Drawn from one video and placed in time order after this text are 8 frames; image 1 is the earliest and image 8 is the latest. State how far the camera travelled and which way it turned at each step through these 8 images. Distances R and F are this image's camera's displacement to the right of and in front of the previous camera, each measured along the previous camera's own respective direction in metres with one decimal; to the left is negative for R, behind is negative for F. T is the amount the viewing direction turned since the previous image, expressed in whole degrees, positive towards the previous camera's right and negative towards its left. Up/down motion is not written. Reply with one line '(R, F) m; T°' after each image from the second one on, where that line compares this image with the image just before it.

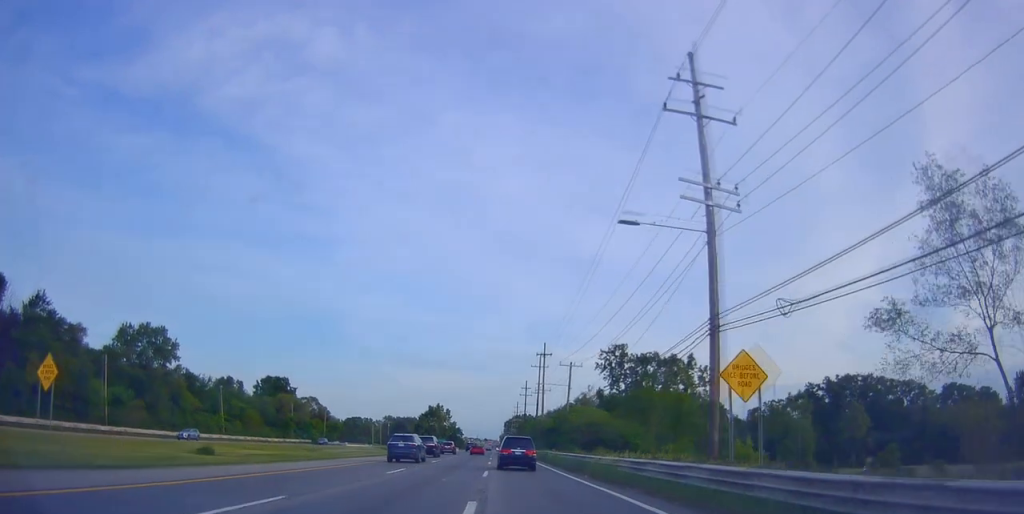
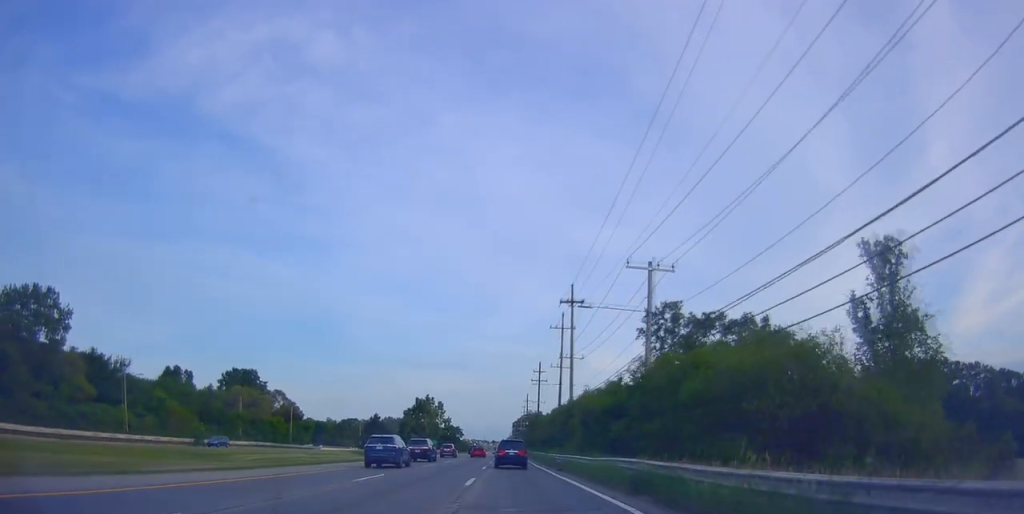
(0.0, +34.6) m; -1°
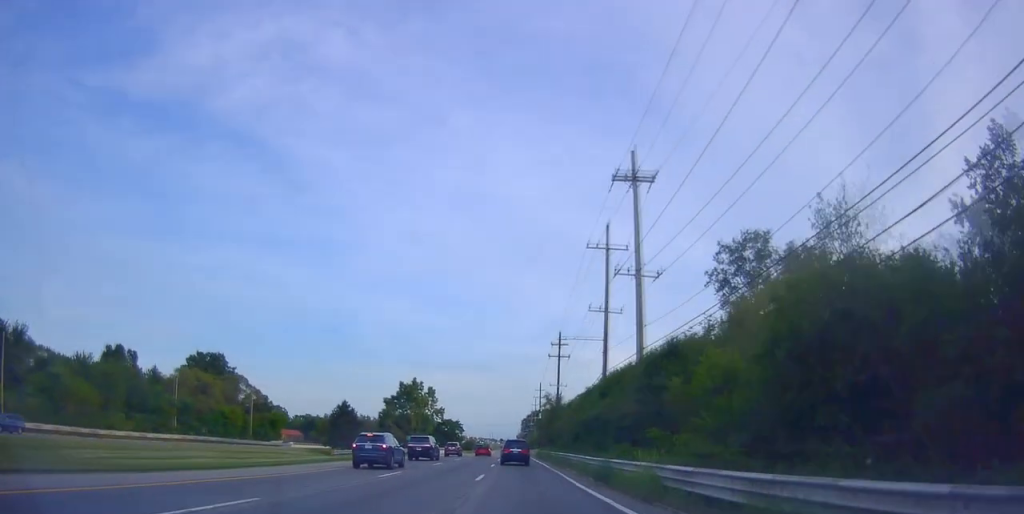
(-0.7, +28.6) m; -1°
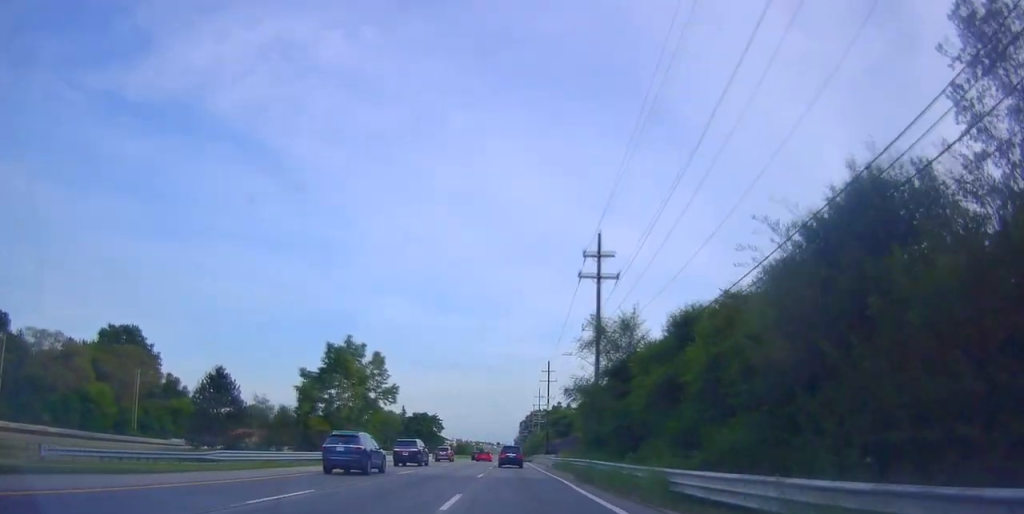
(+0.2, +41.1) m; -1°
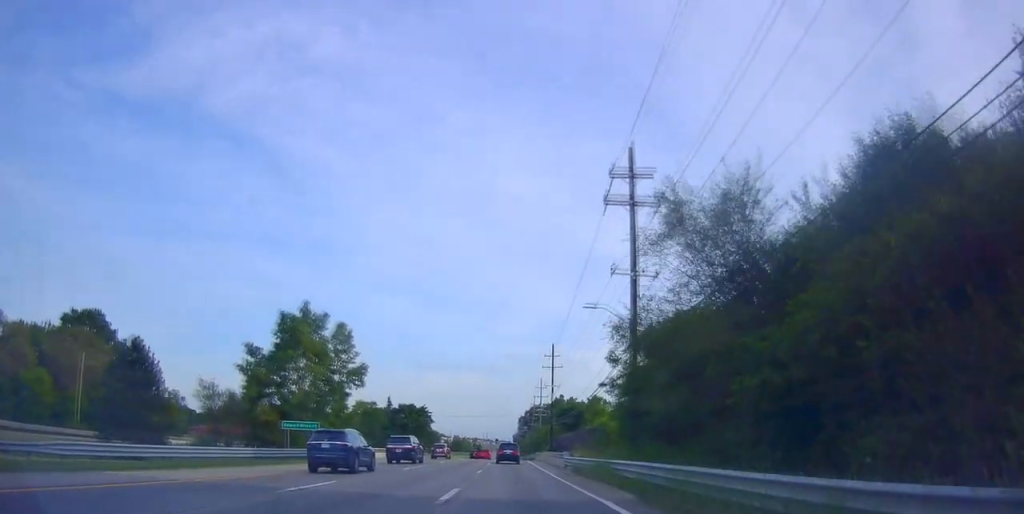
(-0.3, +13.6) m; 0°
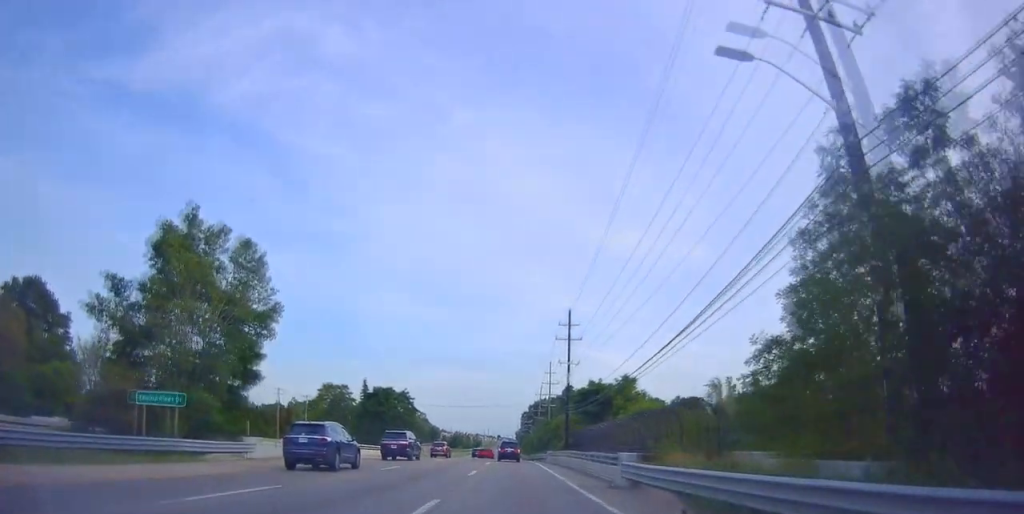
(+0.4, +20.7) m; 0°
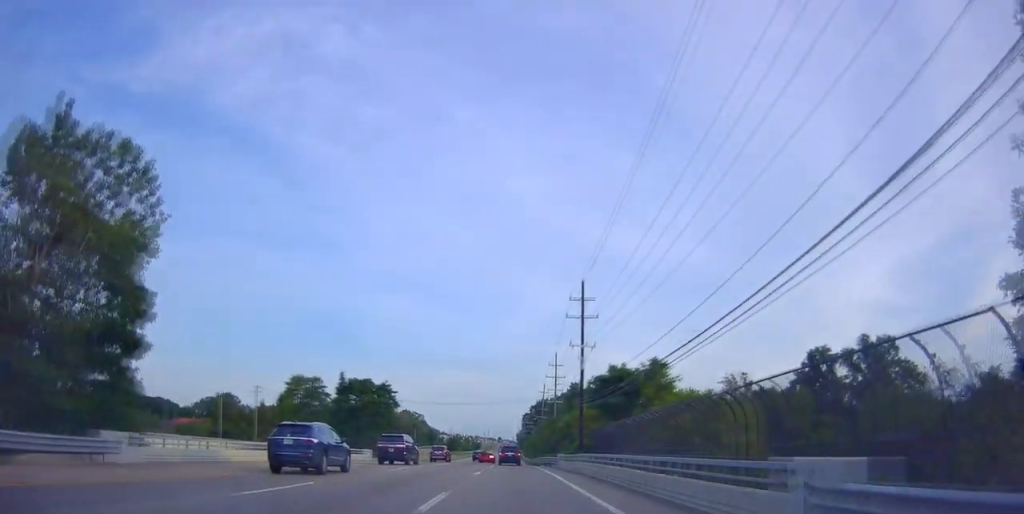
(-0.2, +12.6) m; 0°
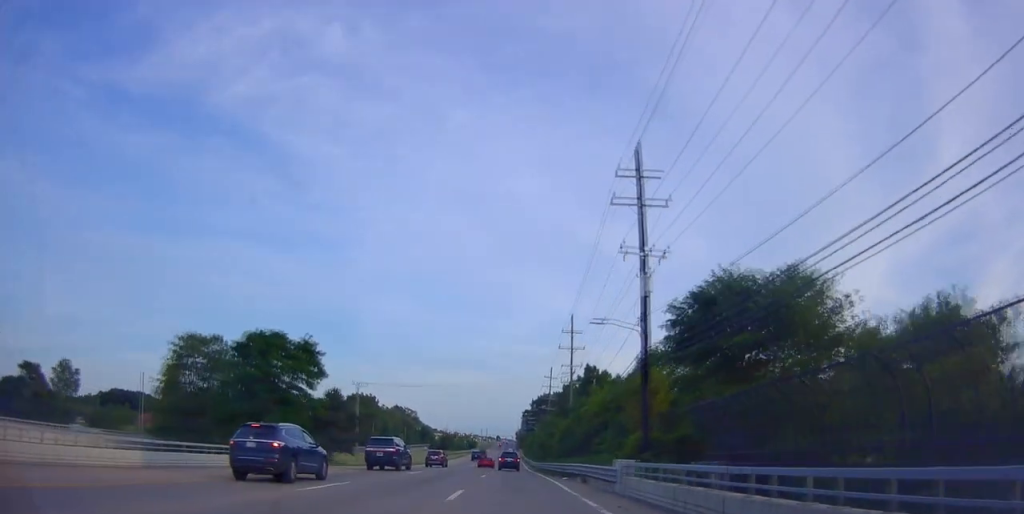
(+0.1, +26.1) m; 0°
